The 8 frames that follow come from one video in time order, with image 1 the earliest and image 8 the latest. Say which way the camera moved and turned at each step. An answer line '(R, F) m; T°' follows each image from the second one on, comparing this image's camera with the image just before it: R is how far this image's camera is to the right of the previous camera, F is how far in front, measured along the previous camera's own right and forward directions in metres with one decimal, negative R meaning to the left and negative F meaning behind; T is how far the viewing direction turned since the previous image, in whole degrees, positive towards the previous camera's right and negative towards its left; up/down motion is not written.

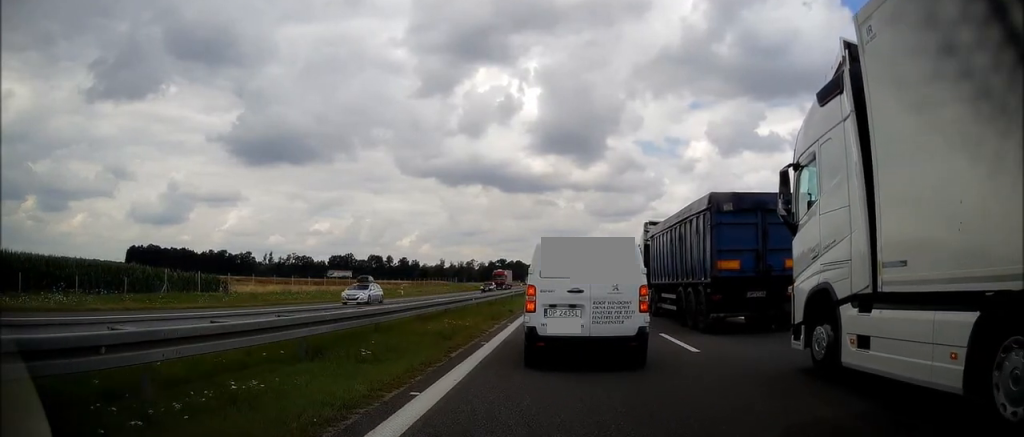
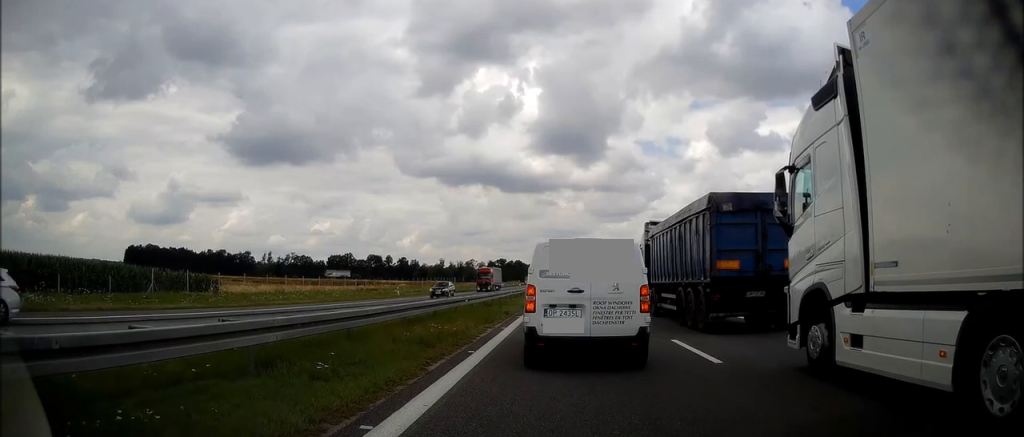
(+0.2, +1.6) m; 0°
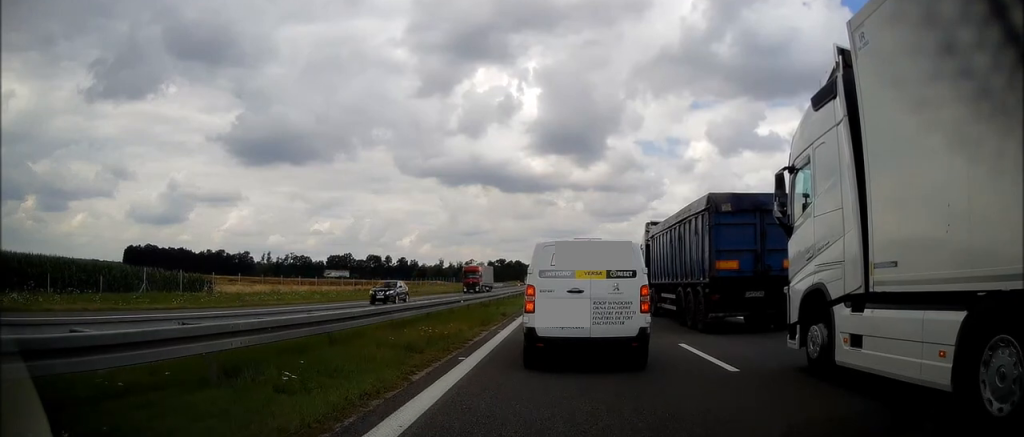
(0.0, +0.9) m; 0°
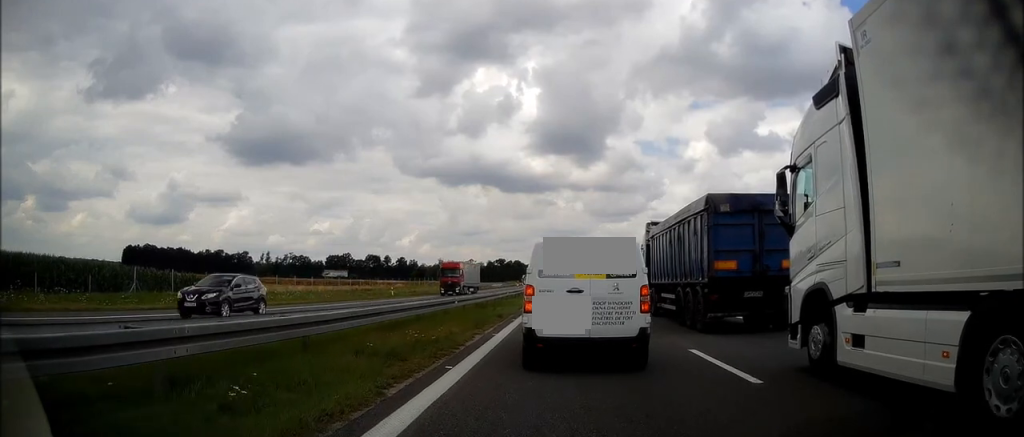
(-0.2, +1.0) m; 0°
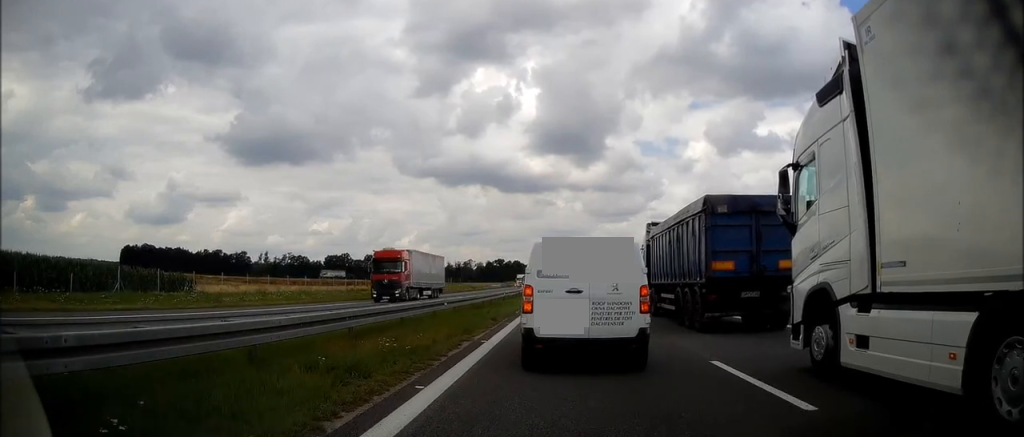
(+0.3, +1.7) m; 0°
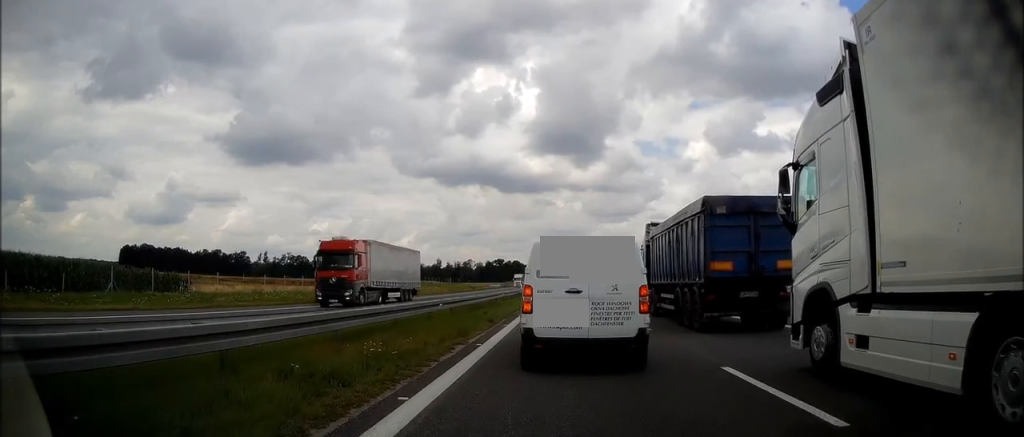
(0.0, +0.7) m; 0°
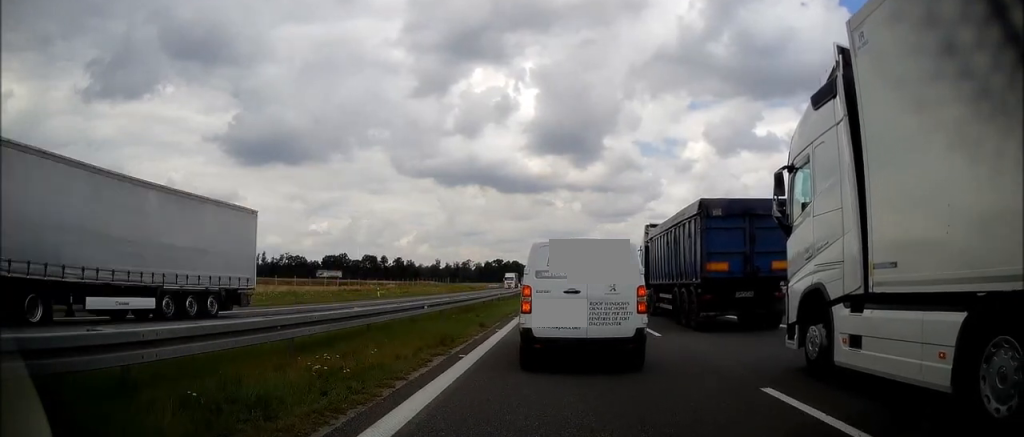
(-0.2, +1.8) m; 0°
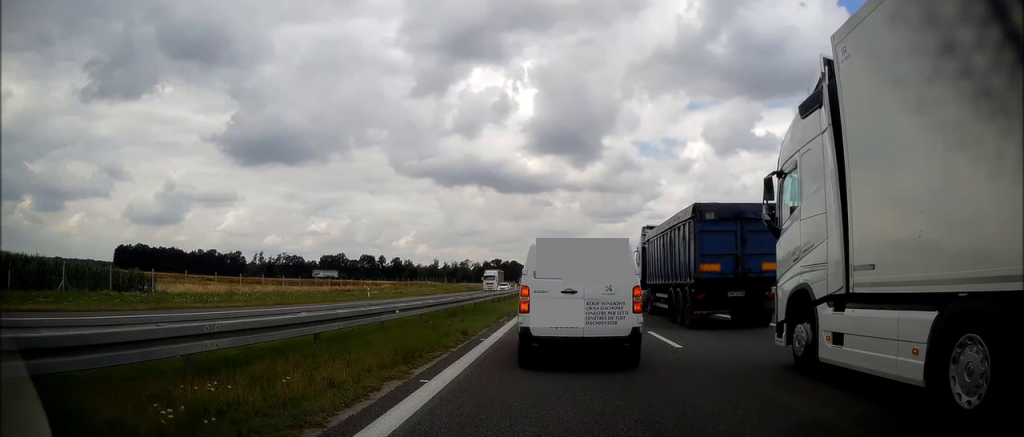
(0.0, +2.6) m; 0°
